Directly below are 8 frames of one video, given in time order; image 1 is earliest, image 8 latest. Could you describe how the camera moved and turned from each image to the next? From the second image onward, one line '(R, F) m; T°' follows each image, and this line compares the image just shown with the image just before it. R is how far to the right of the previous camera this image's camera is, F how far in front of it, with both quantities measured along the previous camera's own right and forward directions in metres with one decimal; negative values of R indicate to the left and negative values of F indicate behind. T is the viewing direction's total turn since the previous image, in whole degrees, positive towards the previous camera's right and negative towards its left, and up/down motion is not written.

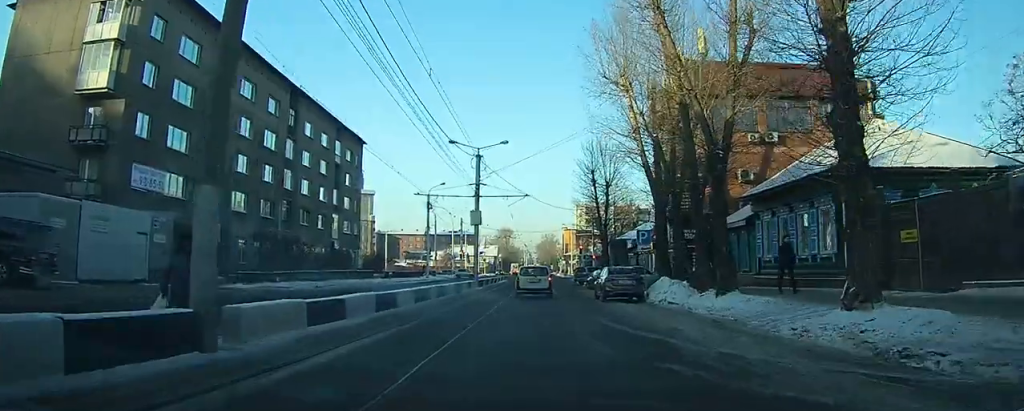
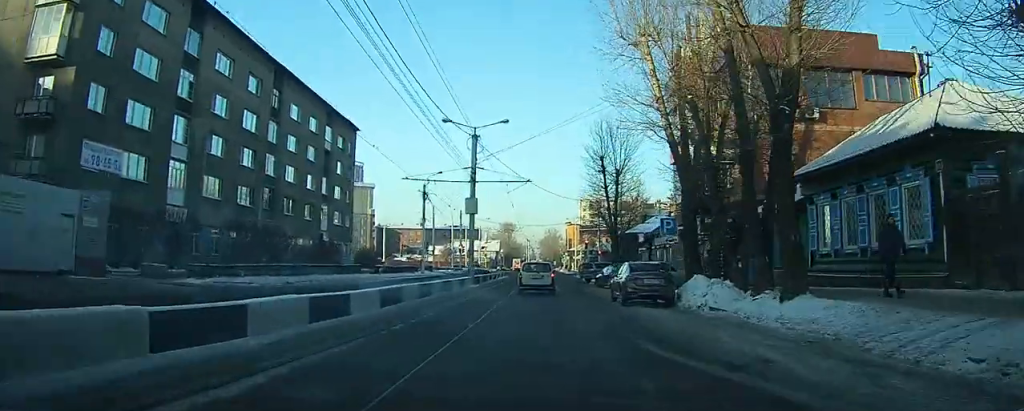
(-0.2, +5.4) m; -2°
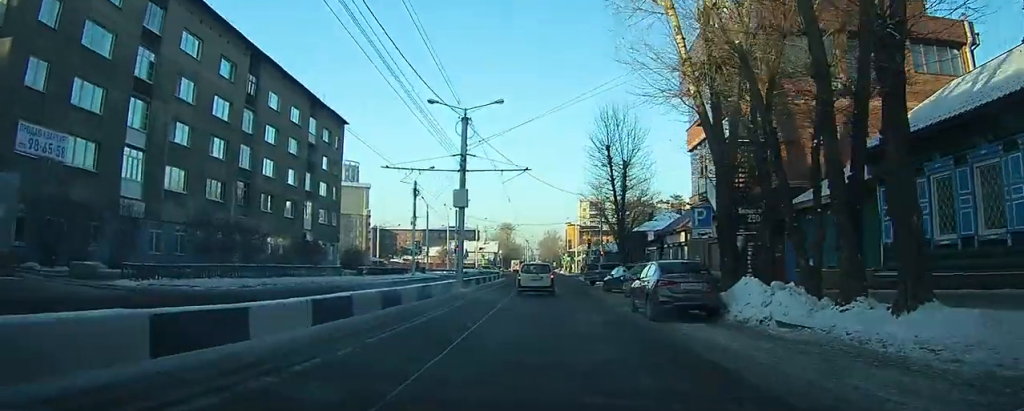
(-0.1, +5.3) m; -1°
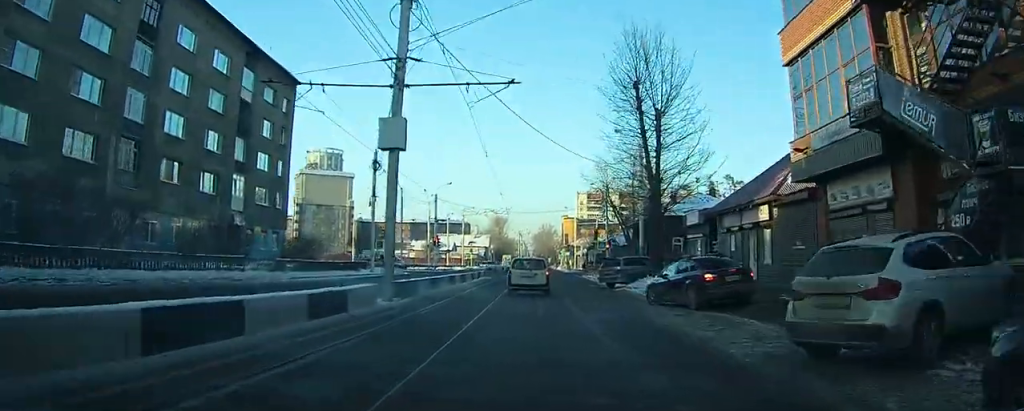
(+0.1, +15.7) m; +1°
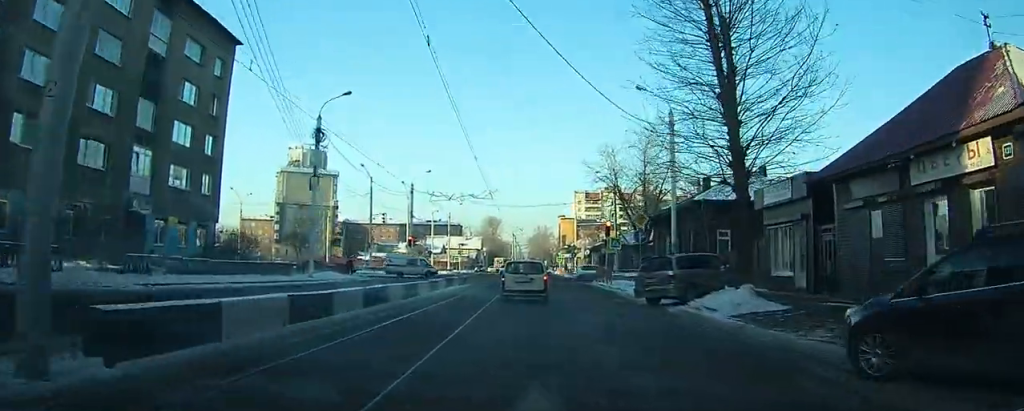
(0.0, +13.6) m; 0°
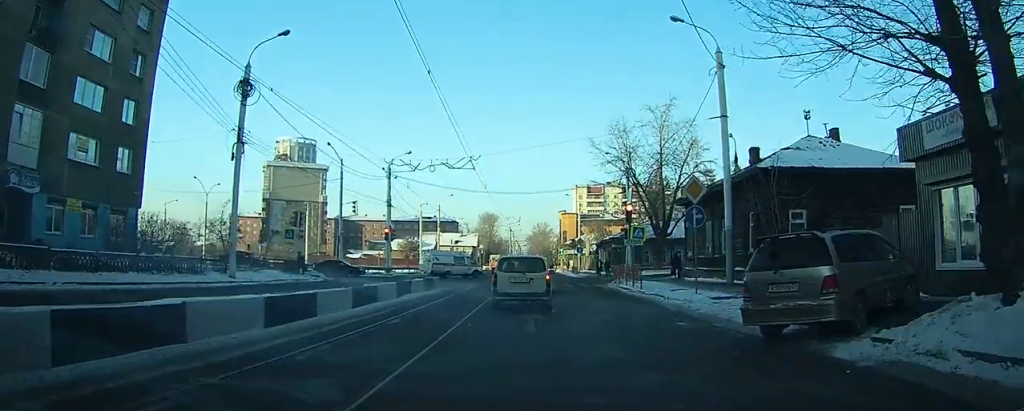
(0.0, +10.1) m; 0°
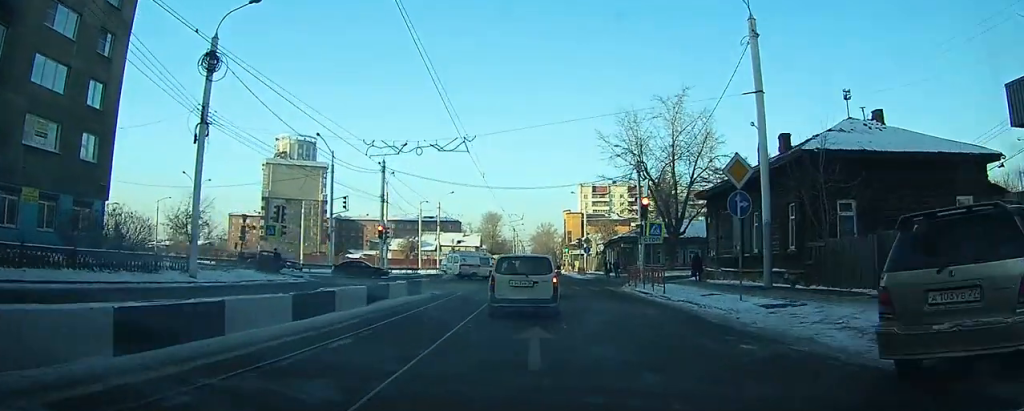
(0.0, +3.7) m; 0°
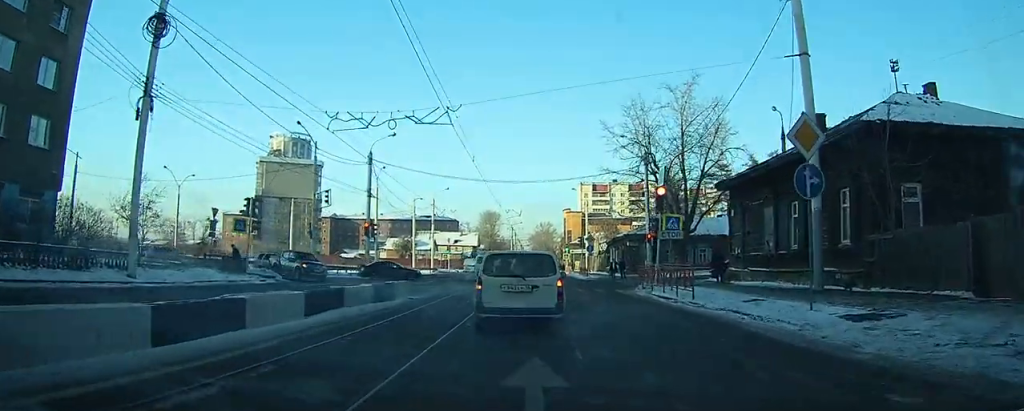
(0.0, +4.2) m; 0°
